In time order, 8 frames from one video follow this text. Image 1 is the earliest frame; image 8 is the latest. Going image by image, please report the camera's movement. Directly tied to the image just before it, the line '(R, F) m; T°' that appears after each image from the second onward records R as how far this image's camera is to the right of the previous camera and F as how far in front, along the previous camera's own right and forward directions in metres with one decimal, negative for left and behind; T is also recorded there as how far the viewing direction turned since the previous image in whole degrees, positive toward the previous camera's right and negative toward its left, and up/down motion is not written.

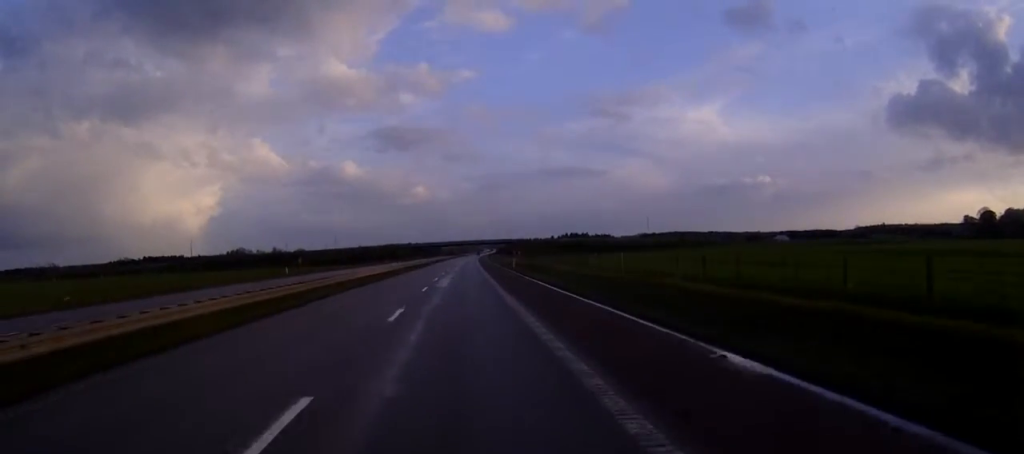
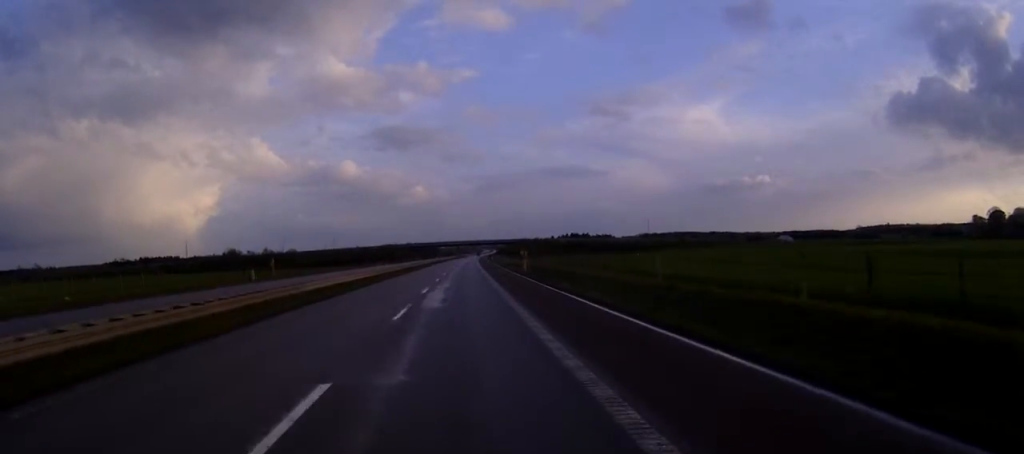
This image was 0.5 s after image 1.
(0.0, +13.9) m; 0°
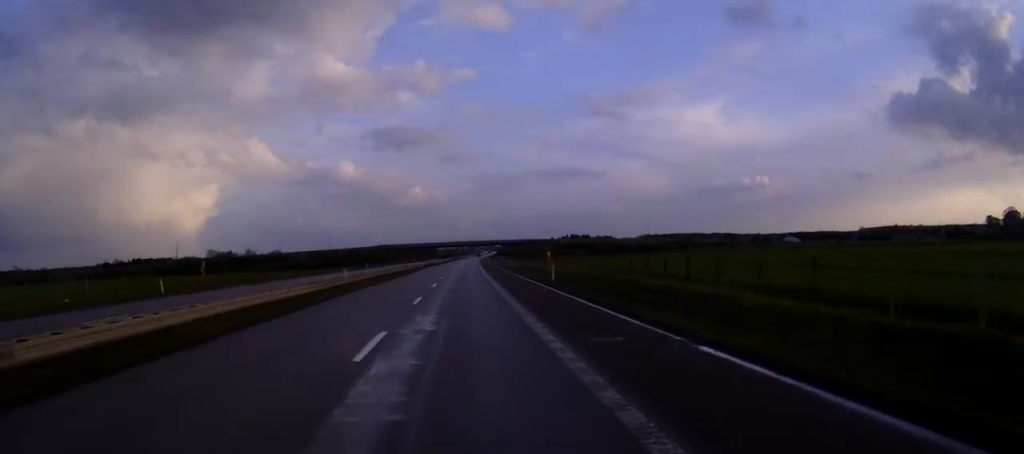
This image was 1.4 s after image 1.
(0.0, +22.5) m; 0°
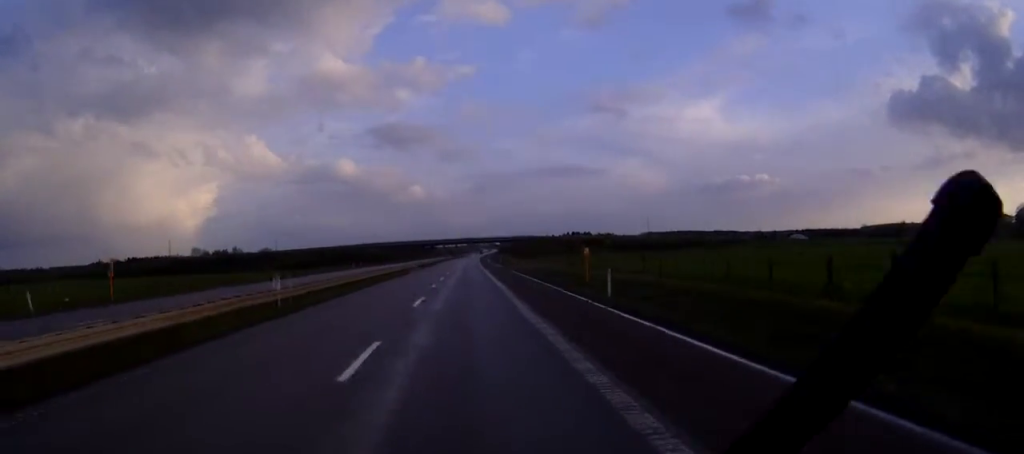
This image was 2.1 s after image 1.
(0.0, +17.3) m; 0°
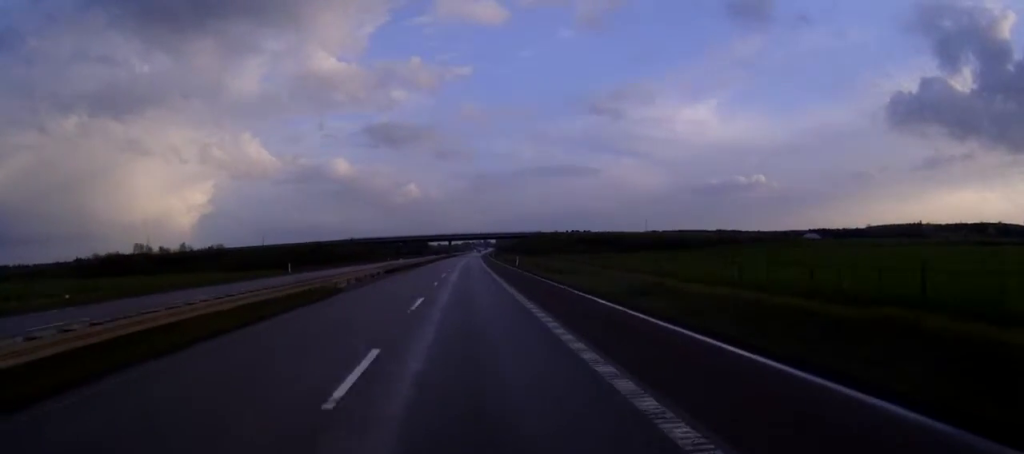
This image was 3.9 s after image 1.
(+0.3, +46.7) m; +1°
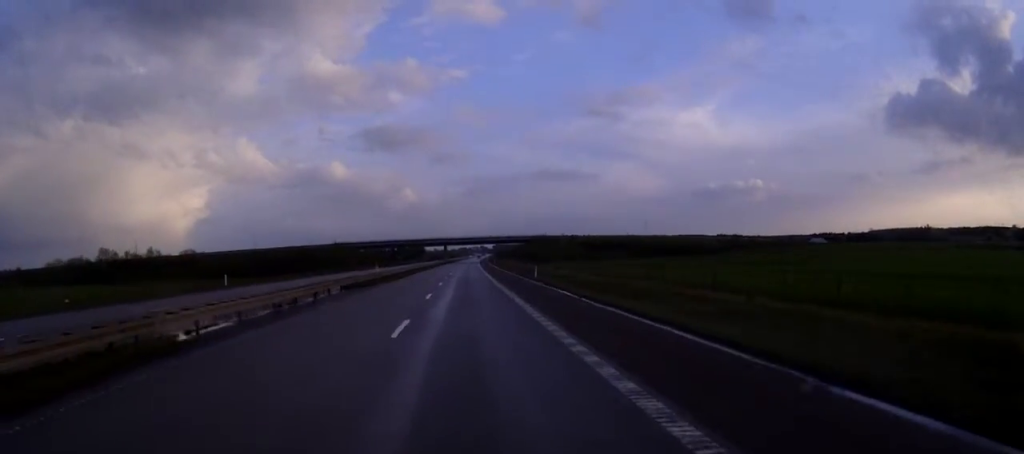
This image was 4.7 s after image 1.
(+0.1, +22.6) m; 0°
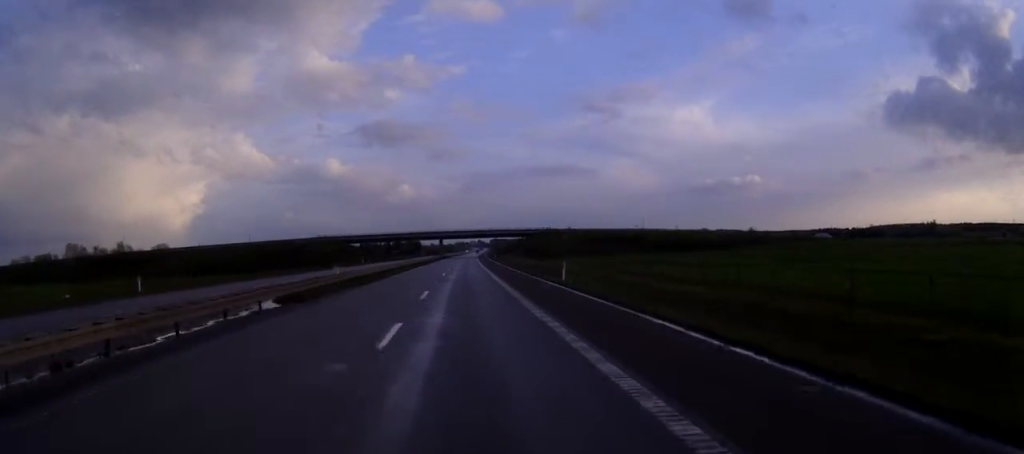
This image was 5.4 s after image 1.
(0.0, +17.4) m; 0°
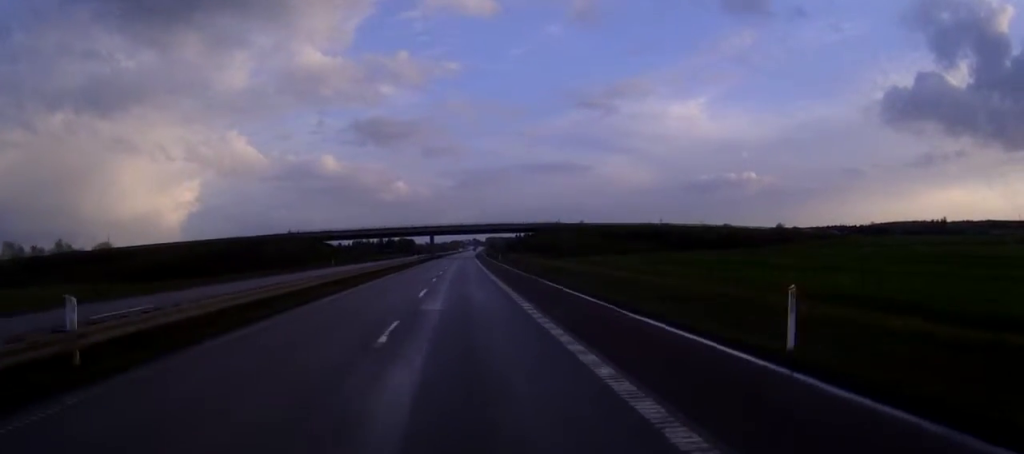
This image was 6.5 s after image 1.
(0.0, +29.5) m; 0°
